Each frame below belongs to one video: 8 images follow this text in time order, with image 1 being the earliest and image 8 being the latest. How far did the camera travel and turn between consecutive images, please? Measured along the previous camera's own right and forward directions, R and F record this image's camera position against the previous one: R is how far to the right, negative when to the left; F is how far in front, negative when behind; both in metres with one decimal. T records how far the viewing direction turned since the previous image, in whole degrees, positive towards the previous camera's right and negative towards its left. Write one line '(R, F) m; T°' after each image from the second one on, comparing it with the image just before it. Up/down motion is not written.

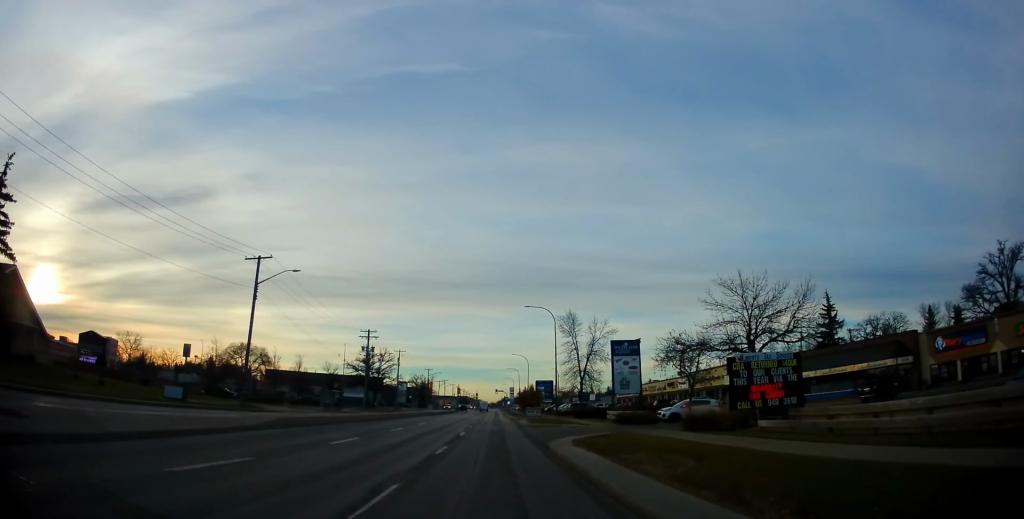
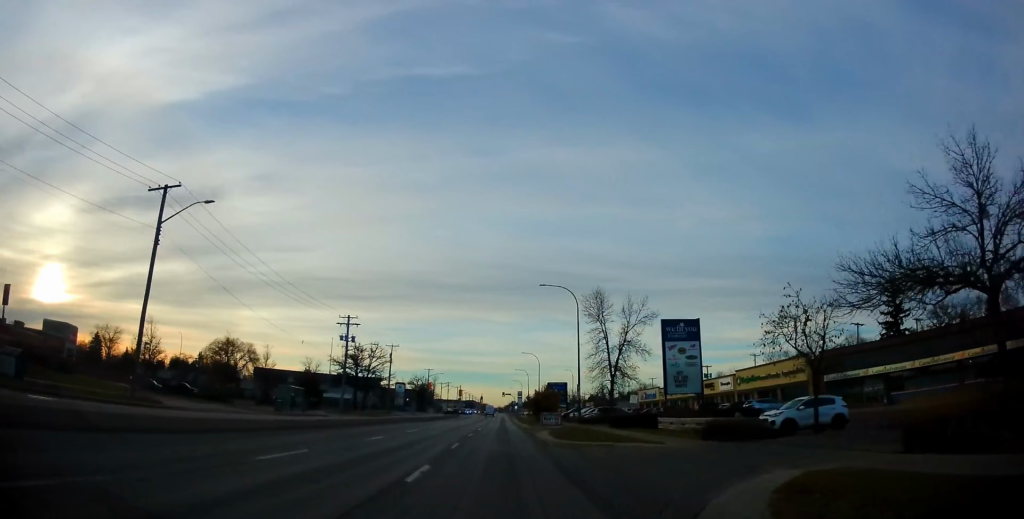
(-0.3, +15.0) m; -1°
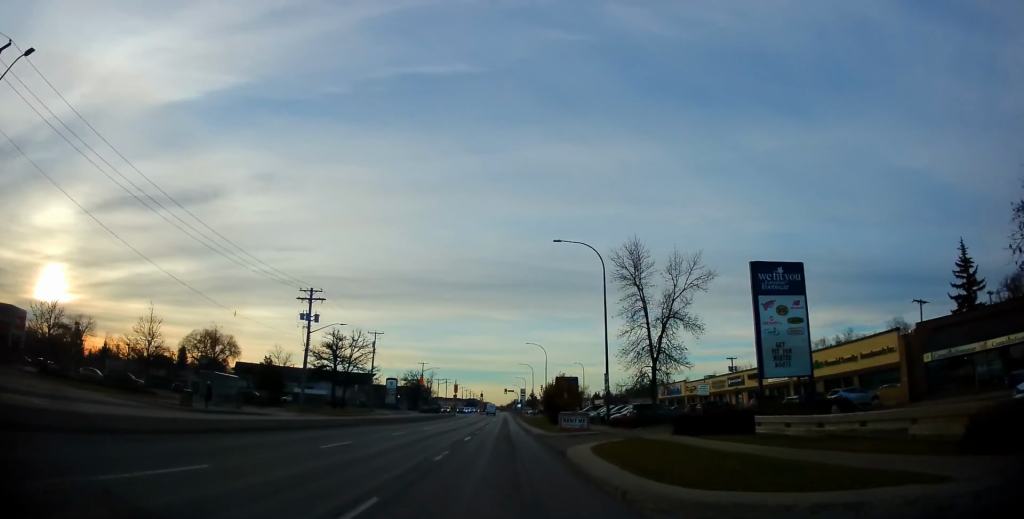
(0.0, +14.5) m; 0°
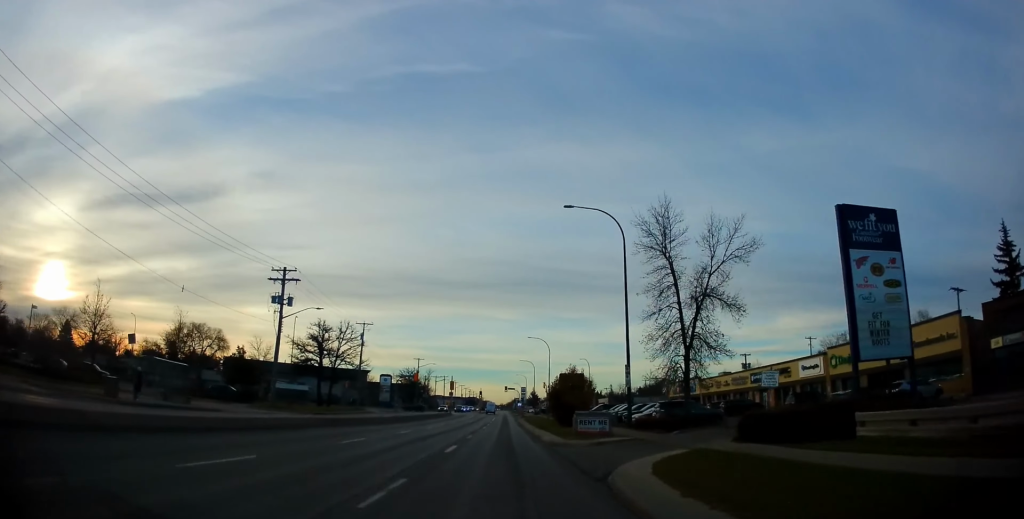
(0.0, +7.2) m; 0°
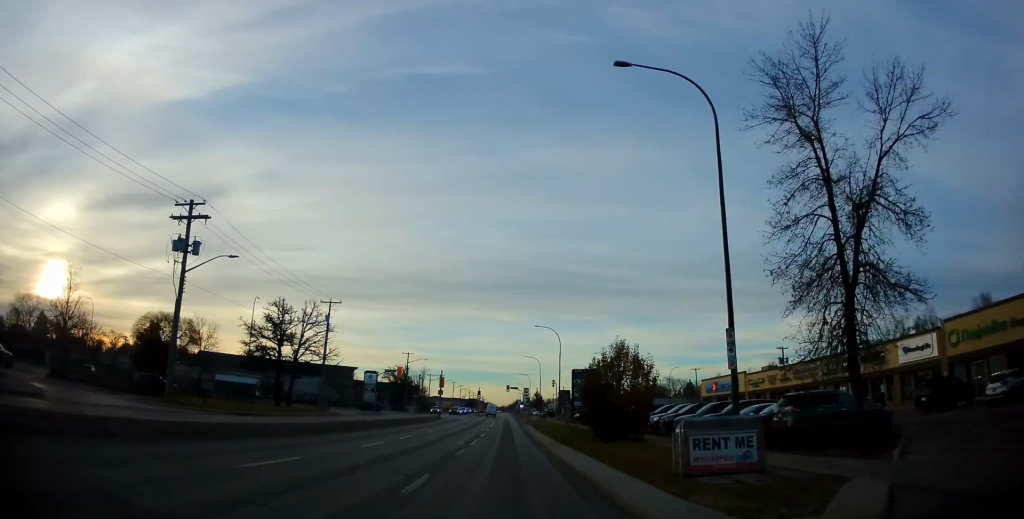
(0.0, +16.3) m; 0°
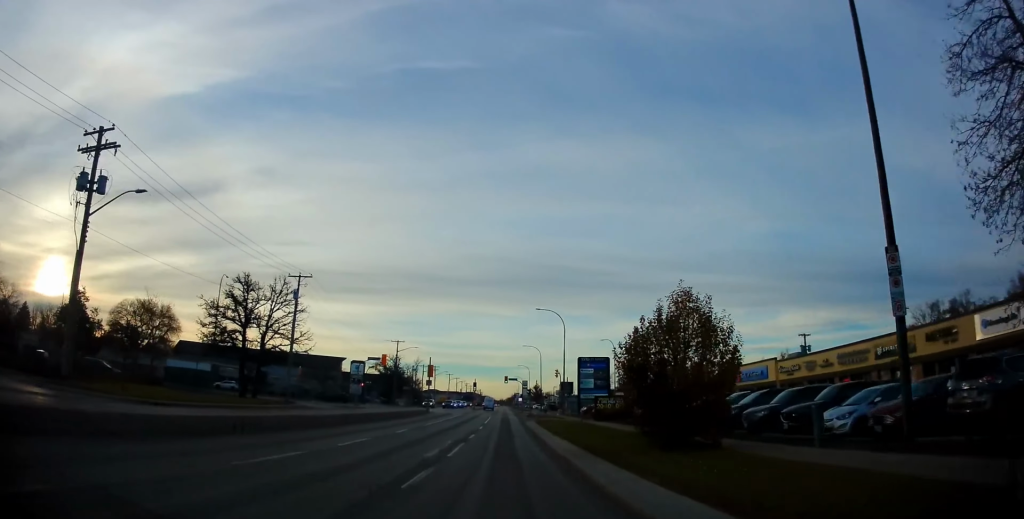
(0.0, +9.1) m; 0°
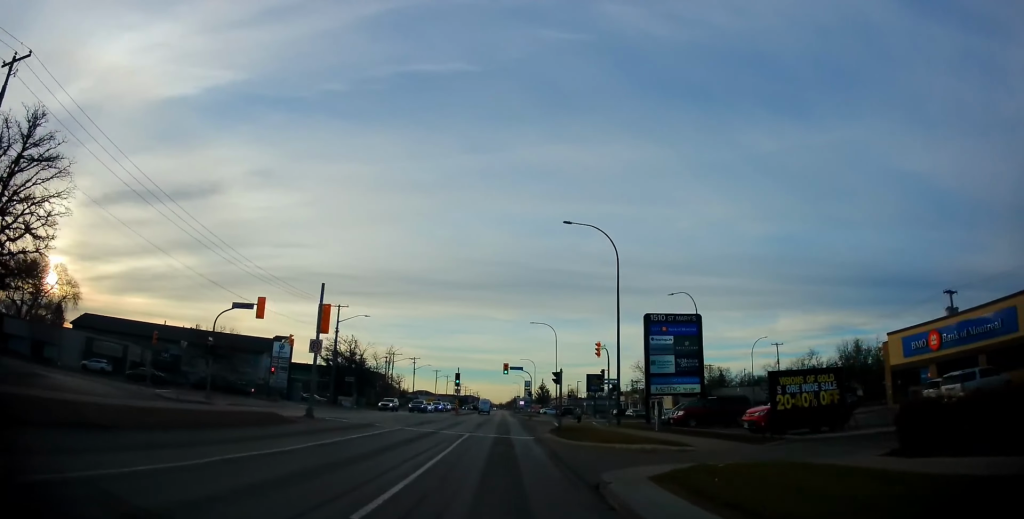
(-0.4, +36.6) m; -1°
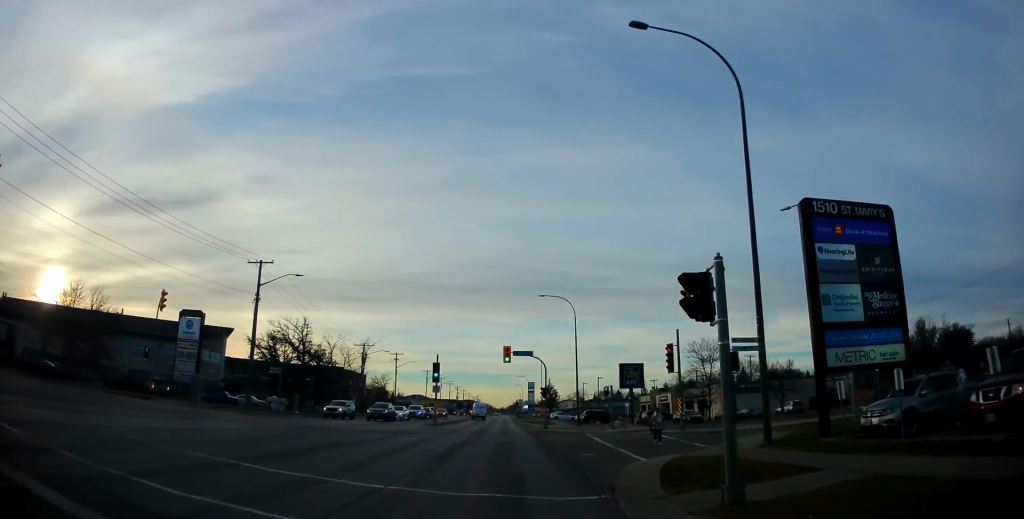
(0.0, +22.3) m; 0°
